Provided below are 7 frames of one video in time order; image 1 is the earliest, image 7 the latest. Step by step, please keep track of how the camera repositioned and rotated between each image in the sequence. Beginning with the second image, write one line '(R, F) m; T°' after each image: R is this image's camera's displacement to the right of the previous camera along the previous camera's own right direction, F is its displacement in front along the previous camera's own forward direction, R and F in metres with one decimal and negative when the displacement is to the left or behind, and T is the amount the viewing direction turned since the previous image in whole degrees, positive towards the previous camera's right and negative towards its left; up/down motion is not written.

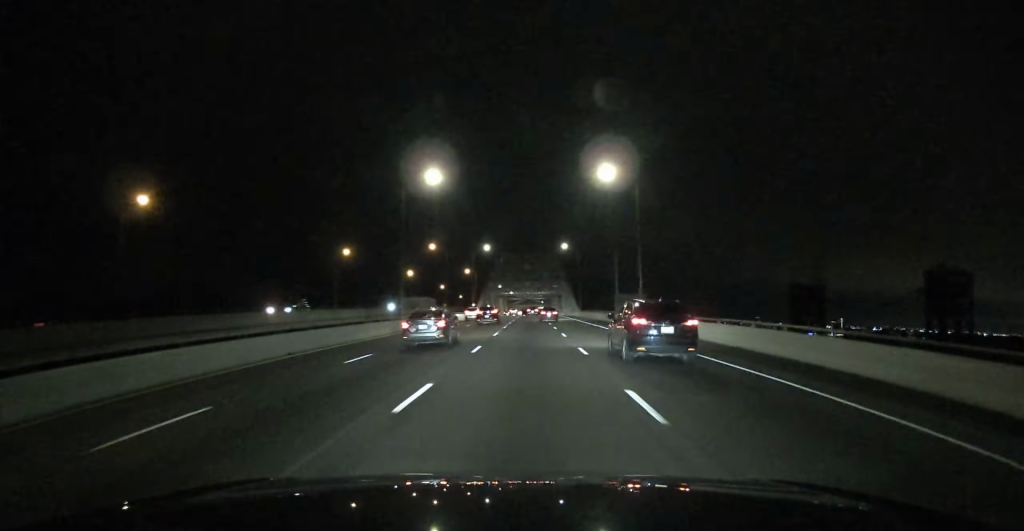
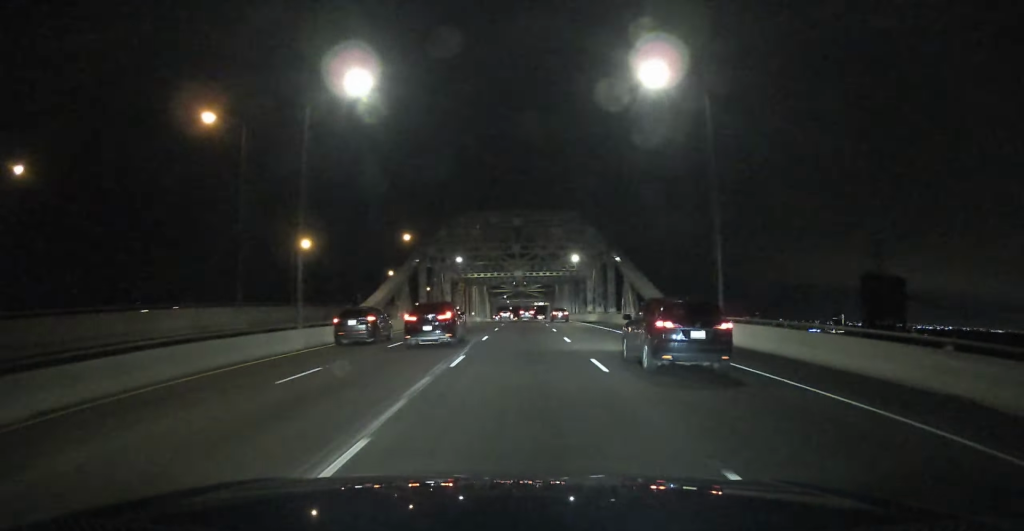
(-0.1, +86.5) m; 0°
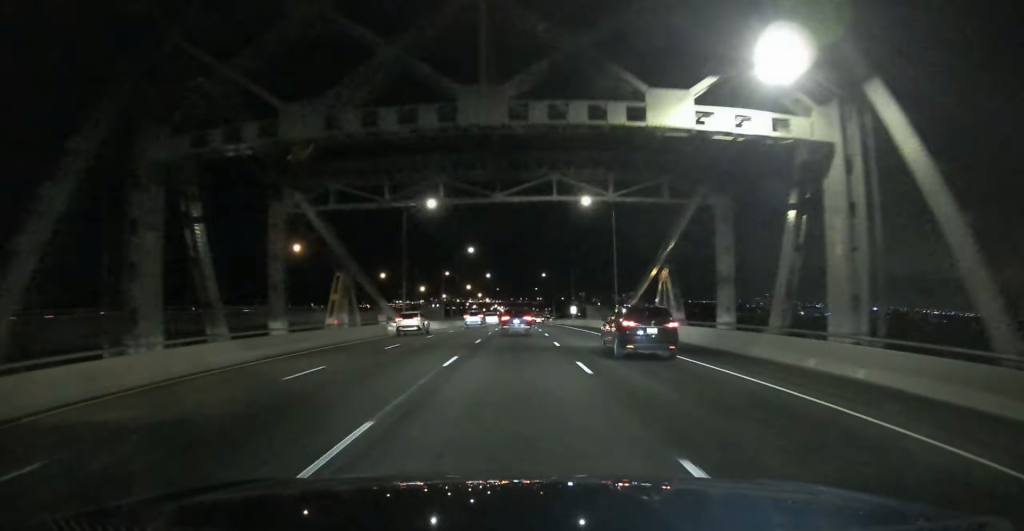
(+0.5, +220.7) m; +1°
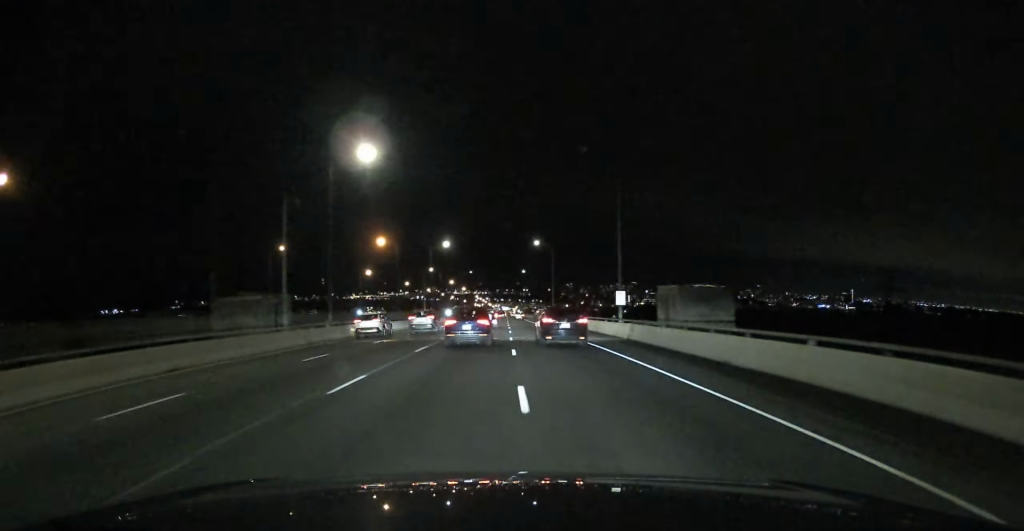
(+0.3, +69.4) m; 0°
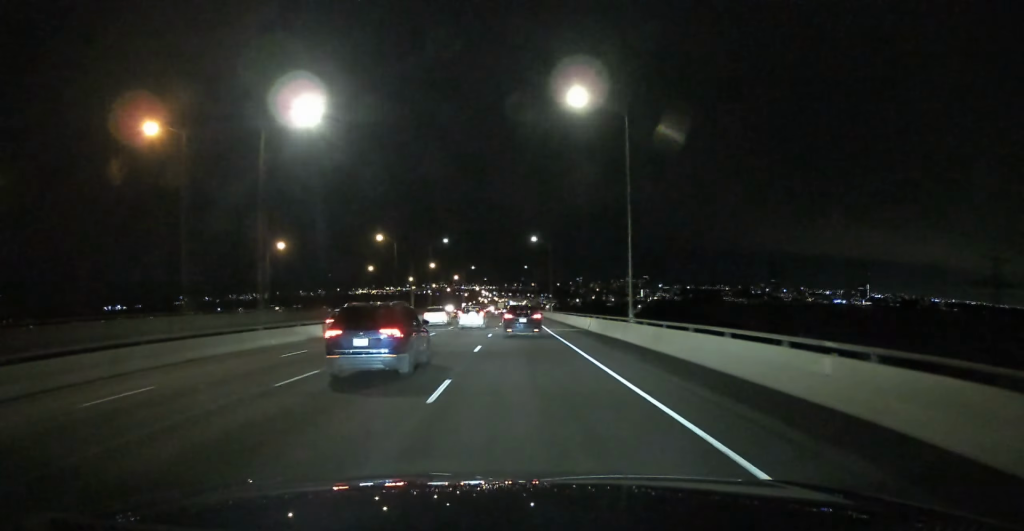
(+0.5, +74.1) m; 0°
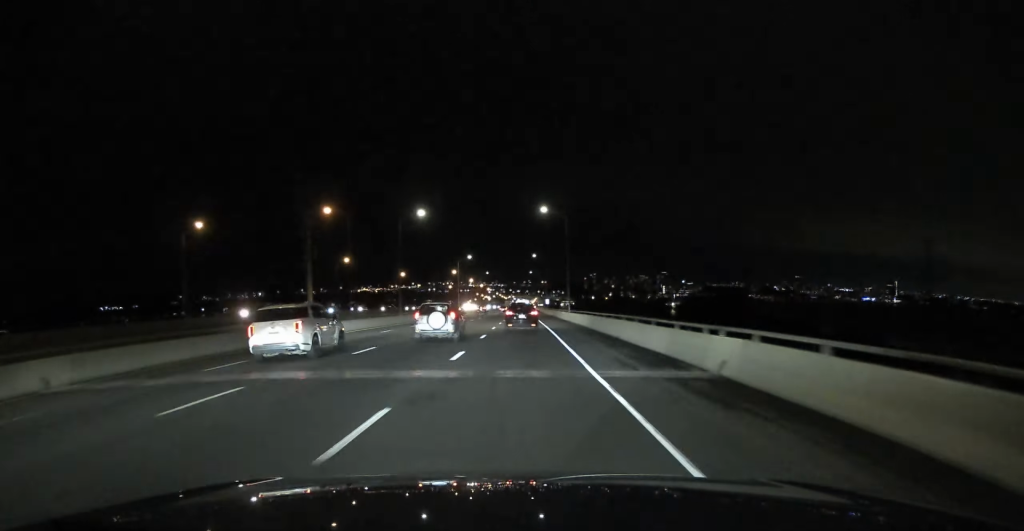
(-1.2, +172.7) m; -1°
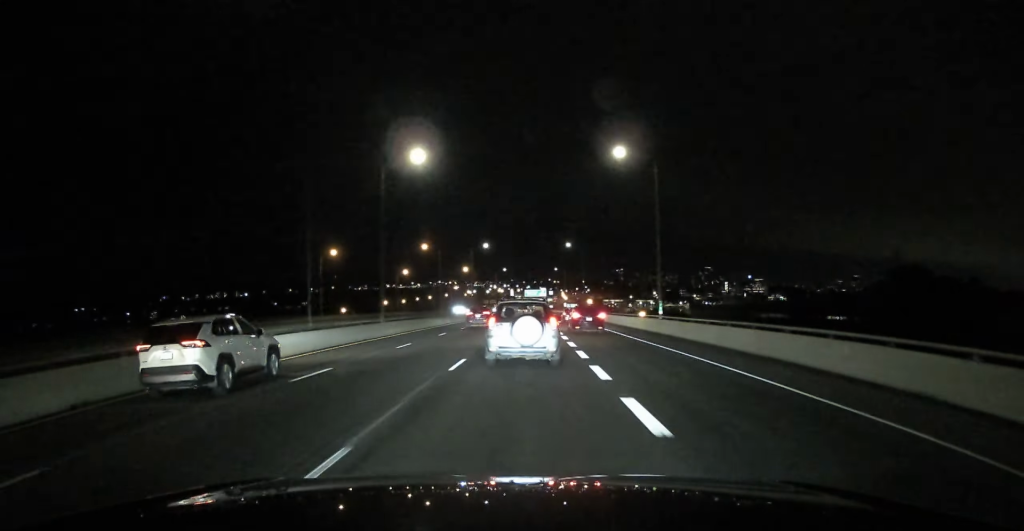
(-3.7, +443.9) m; -1°
